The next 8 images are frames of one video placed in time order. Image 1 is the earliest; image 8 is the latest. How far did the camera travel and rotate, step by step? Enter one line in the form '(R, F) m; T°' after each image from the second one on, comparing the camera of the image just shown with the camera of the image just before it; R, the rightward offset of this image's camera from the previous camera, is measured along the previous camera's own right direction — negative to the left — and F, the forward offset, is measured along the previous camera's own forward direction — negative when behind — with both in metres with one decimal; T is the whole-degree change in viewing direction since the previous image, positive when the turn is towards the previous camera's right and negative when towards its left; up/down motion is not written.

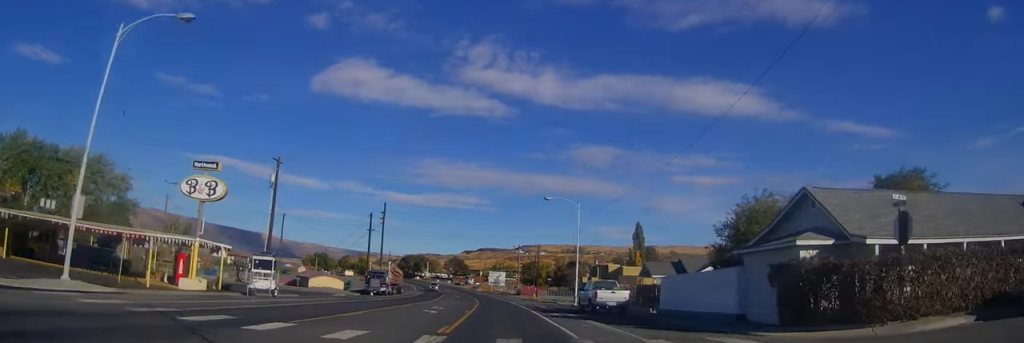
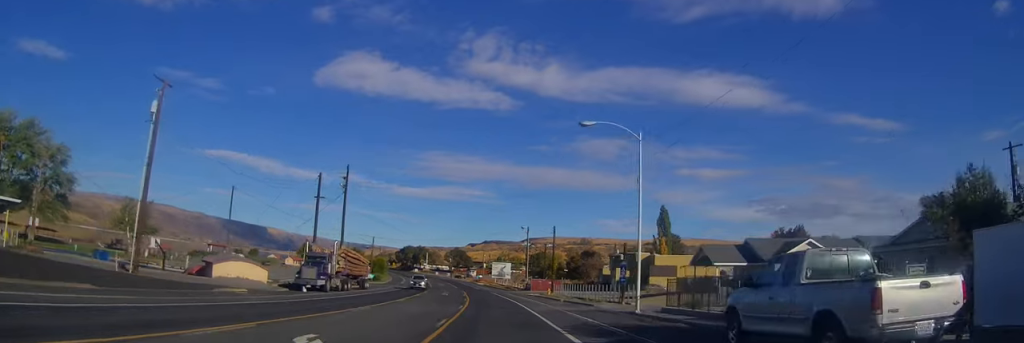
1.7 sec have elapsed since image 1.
(0.0, +22.3) m; 0°
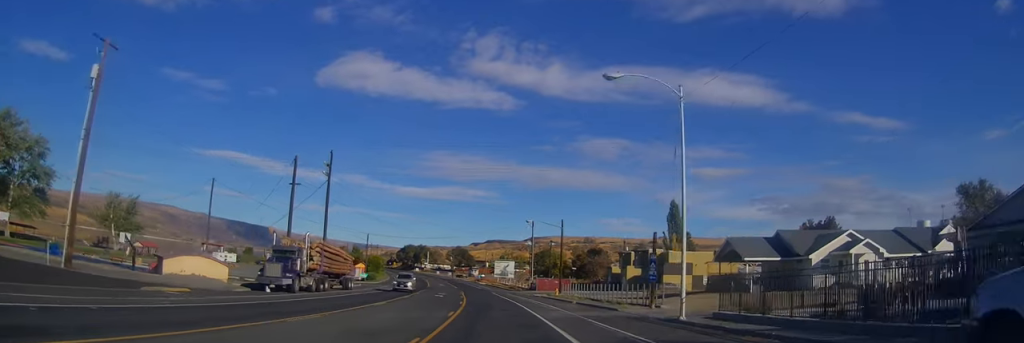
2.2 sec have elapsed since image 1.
(0.0, +6.8) m; 0°
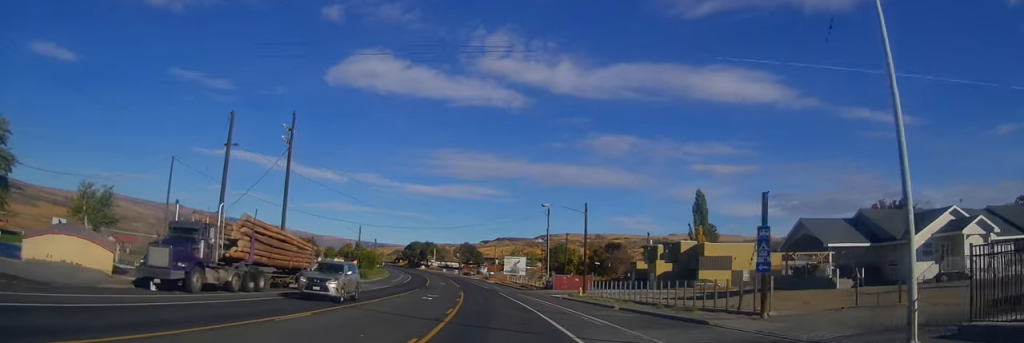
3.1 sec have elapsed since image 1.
(0.0, +12.3) m; -2°
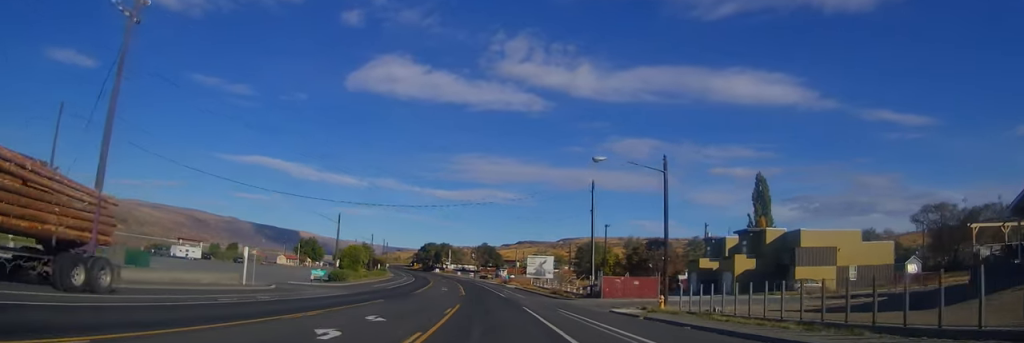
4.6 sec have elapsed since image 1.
(-0.5, +21.9) m; 0°
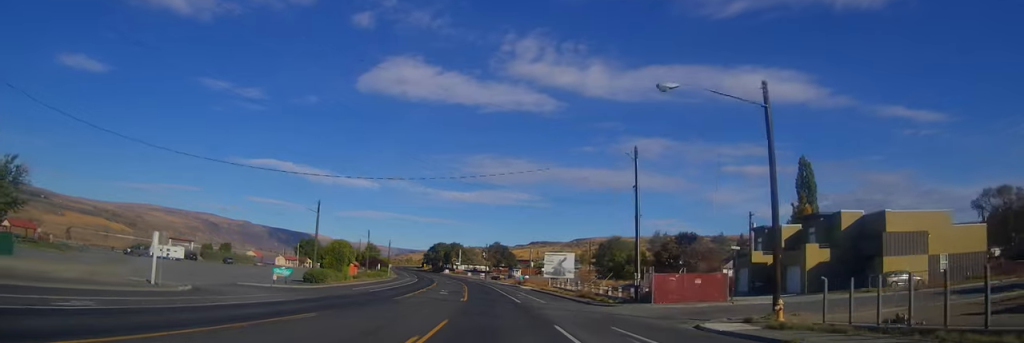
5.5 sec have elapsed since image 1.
(+0.3, +12.5) m; 0°
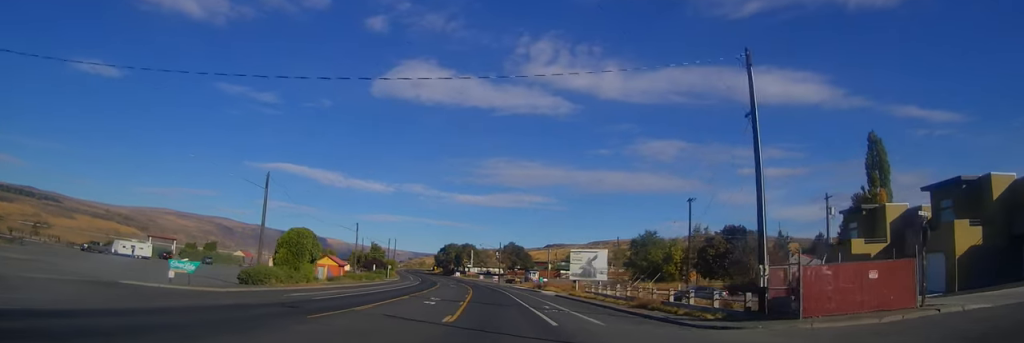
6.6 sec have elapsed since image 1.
(-0.6, +16.4) m; -4°
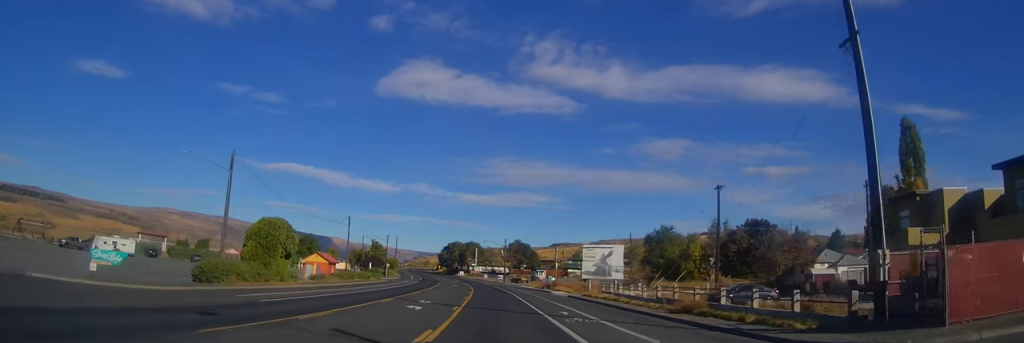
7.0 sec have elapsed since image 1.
(-0.3, +6.6) m; 0°
